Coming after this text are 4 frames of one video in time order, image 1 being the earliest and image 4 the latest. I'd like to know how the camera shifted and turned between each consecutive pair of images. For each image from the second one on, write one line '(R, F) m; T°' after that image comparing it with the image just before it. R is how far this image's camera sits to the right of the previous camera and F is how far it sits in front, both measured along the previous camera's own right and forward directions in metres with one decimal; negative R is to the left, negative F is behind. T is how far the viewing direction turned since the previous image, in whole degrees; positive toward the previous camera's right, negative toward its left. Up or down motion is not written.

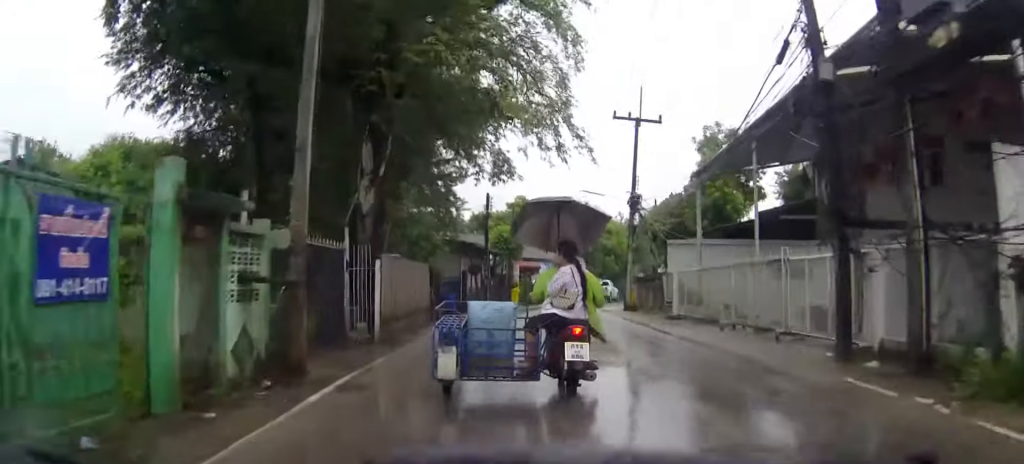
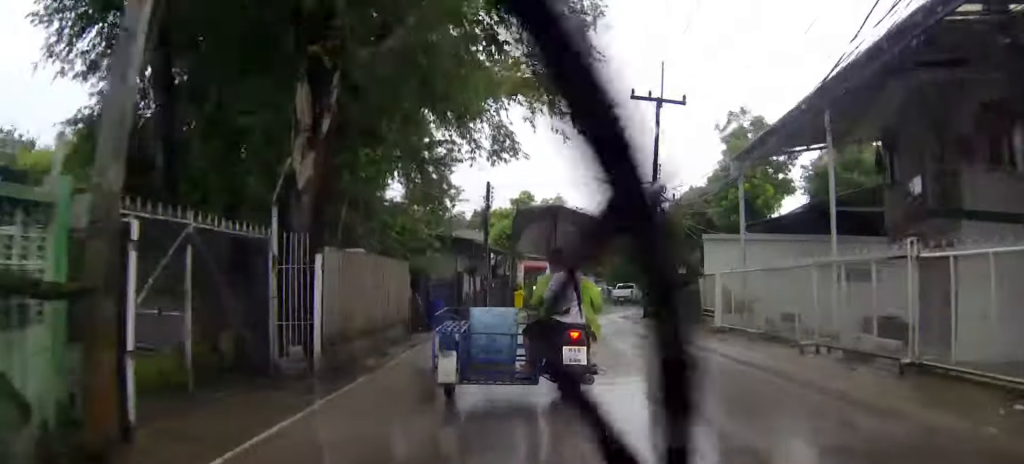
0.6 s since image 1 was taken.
(0.0, +5.0) m; 0°
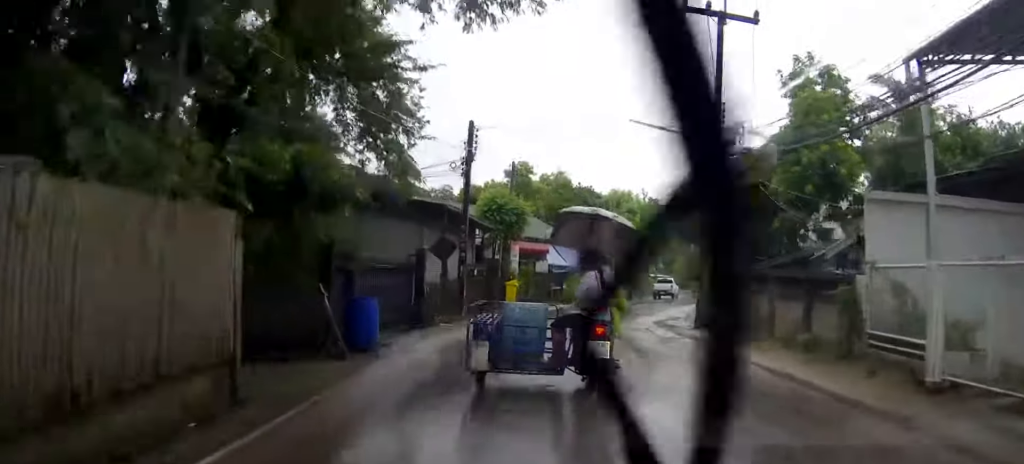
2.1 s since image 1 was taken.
(0.0, +11.0) m; 0°
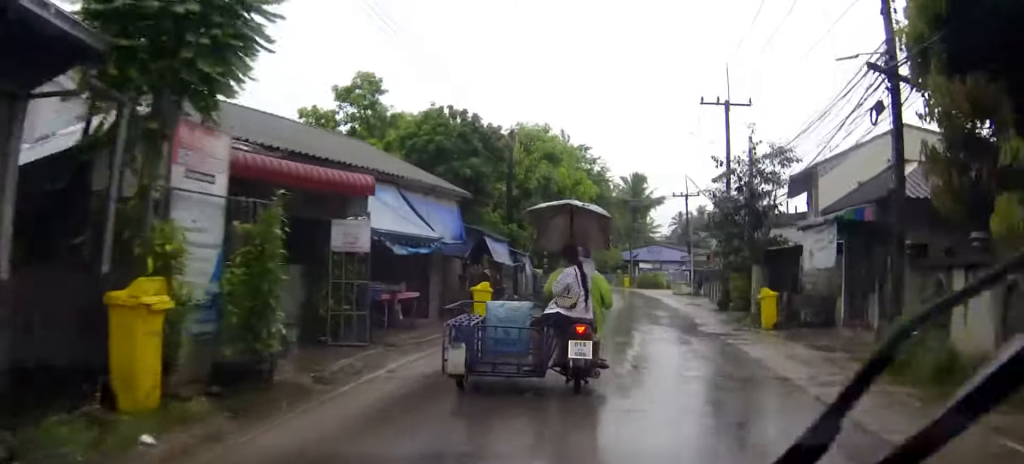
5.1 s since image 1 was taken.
(+0.3, +24.3) m; +6°
